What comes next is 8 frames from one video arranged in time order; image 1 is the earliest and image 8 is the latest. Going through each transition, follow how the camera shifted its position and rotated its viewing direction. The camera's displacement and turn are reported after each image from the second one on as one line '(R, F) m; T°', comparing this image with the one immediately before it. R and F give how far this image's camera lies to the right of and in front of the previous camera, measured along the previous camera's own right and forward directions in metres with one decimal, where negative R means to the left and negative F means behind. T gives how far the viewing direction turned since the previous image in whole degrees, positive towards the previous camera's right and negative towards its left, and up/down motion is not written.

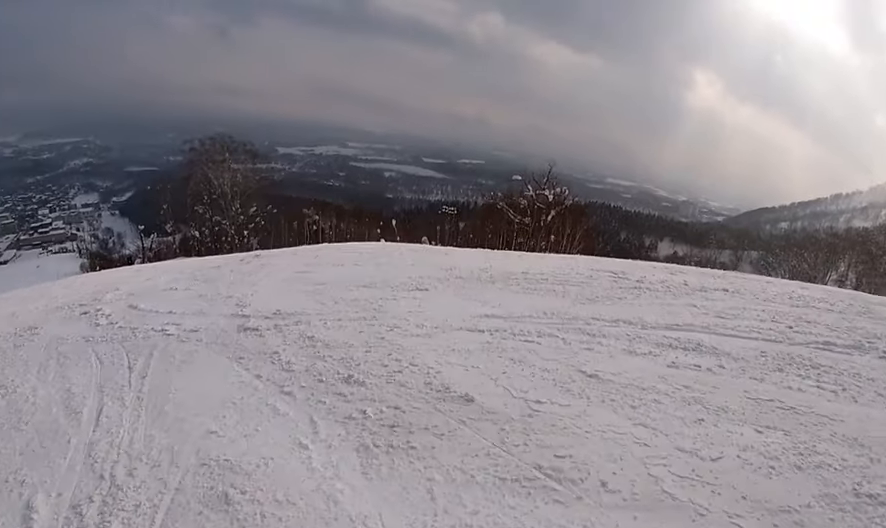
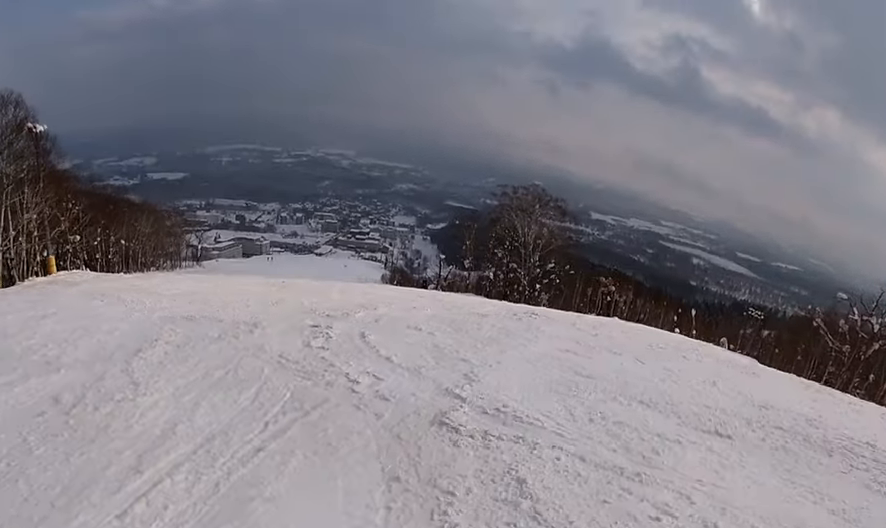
(-0.2, +2.4) m; -24°
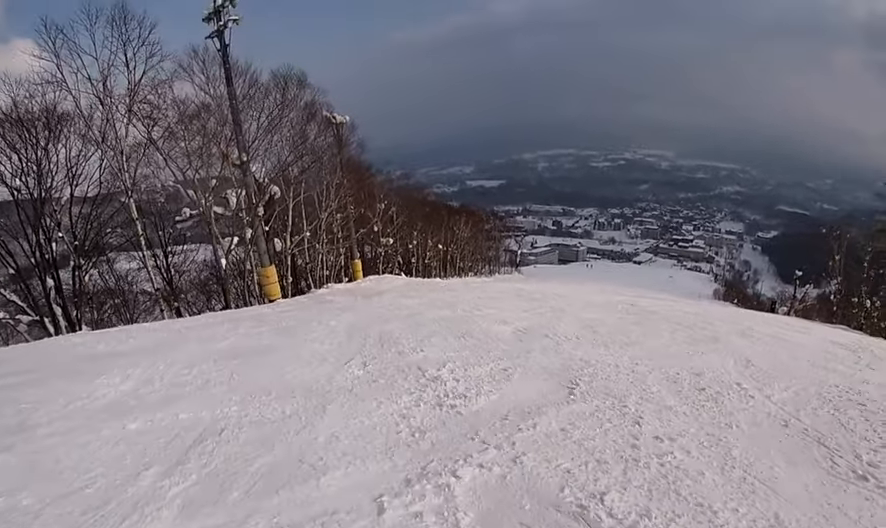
(-3.0, +9.1) m; -5°
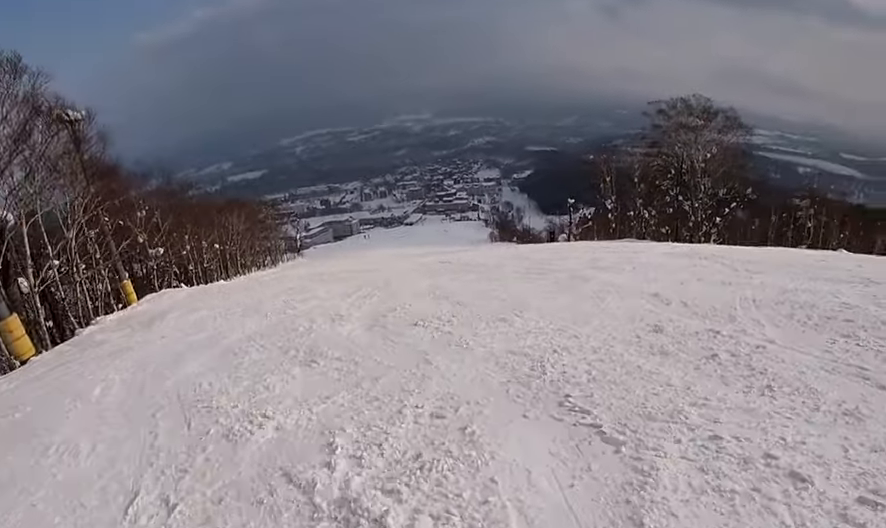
(0.0, +3.5) m; +29°
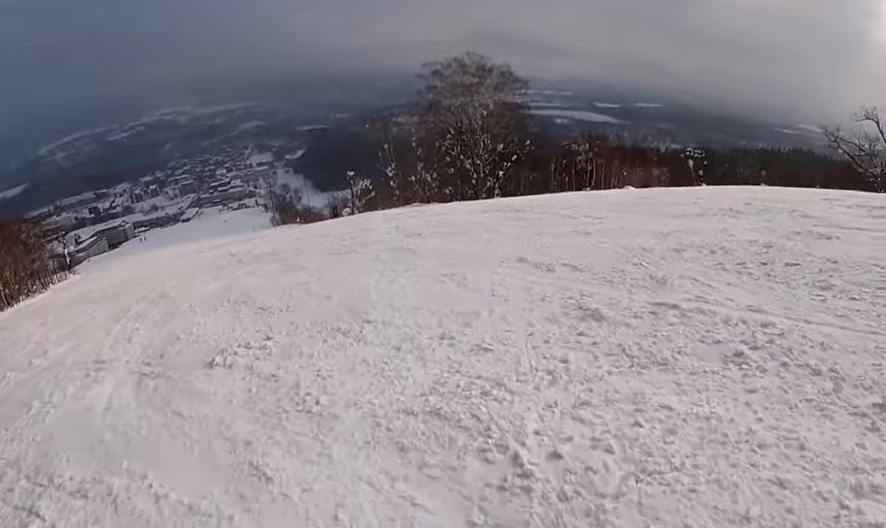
(+1.3, +2.7) m; +10°
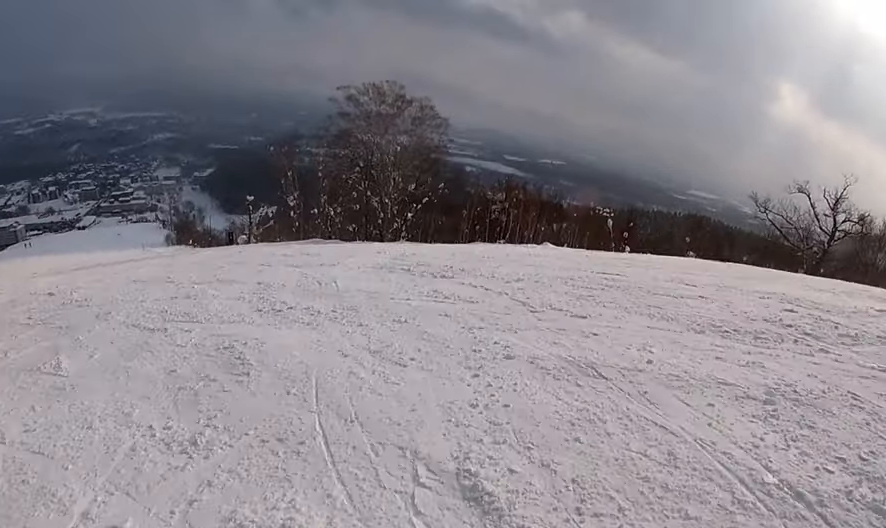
(+0.3, +5.3) m; -20°
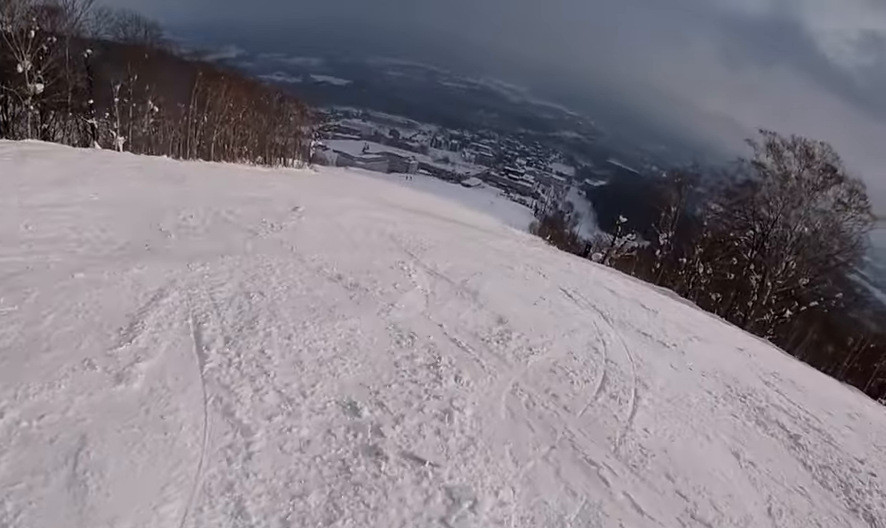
(-2.0, +4.4) m; -32°
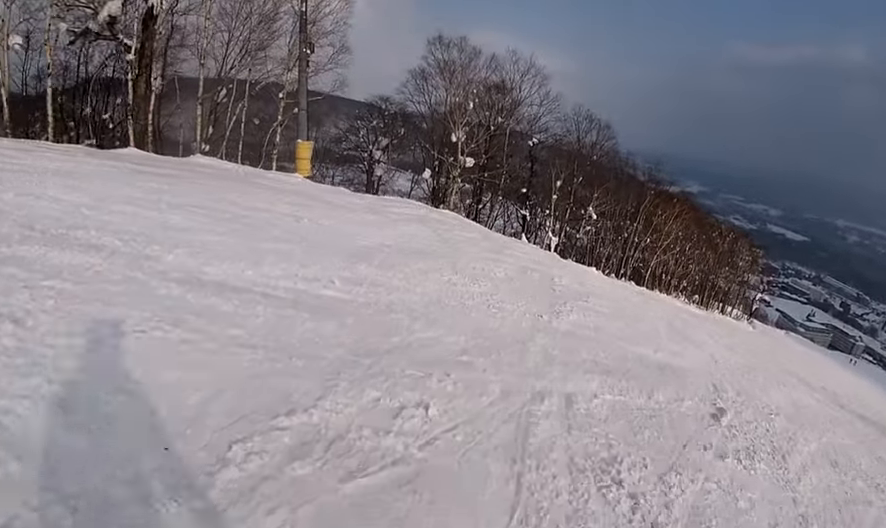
(-0.8, +4.9) m; -36°
